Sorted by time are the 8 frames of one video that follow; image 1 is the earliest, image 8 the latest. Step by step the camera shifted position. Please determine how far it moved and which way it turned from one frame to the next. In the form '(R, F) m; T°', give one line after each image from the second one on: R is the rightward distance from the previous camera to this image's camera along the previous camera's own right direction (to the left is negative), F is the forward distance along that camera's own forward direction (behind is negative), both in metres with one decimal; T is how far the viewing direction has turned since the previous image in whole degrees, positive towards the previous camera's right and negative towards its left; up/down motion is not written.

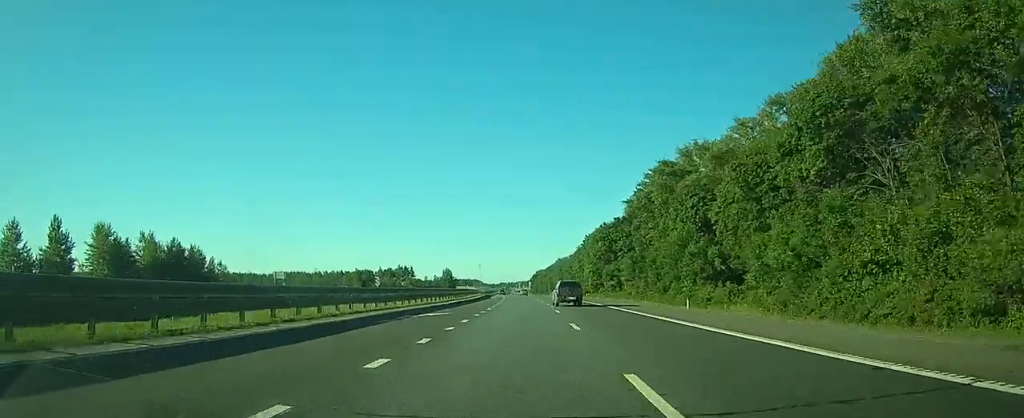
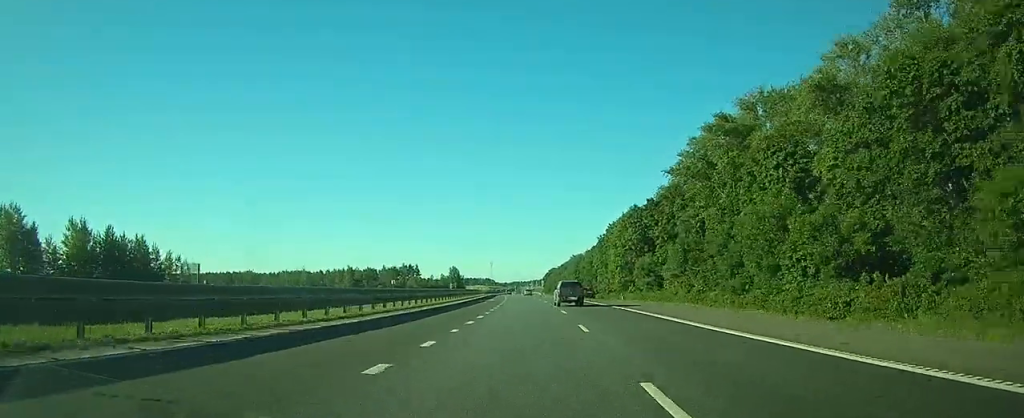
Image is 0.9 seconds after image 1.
(-0.1, +24.6) m; -1°
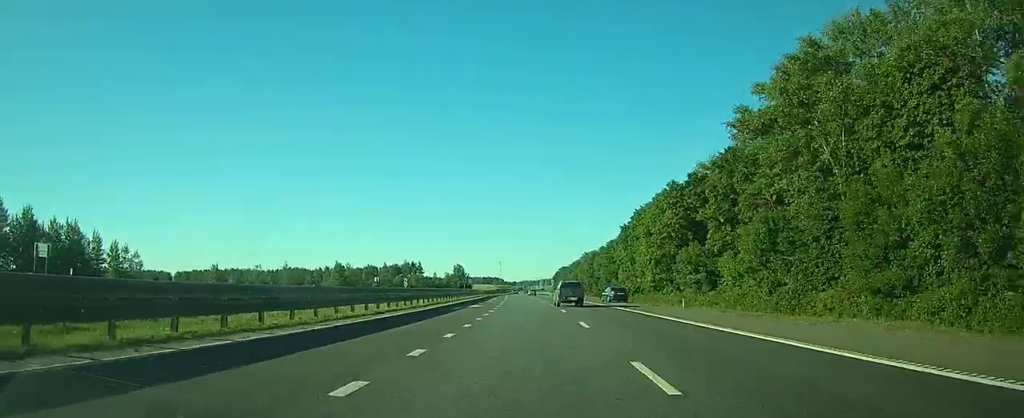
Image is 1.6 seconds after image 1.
(-0.3, +21.7) m; -1°
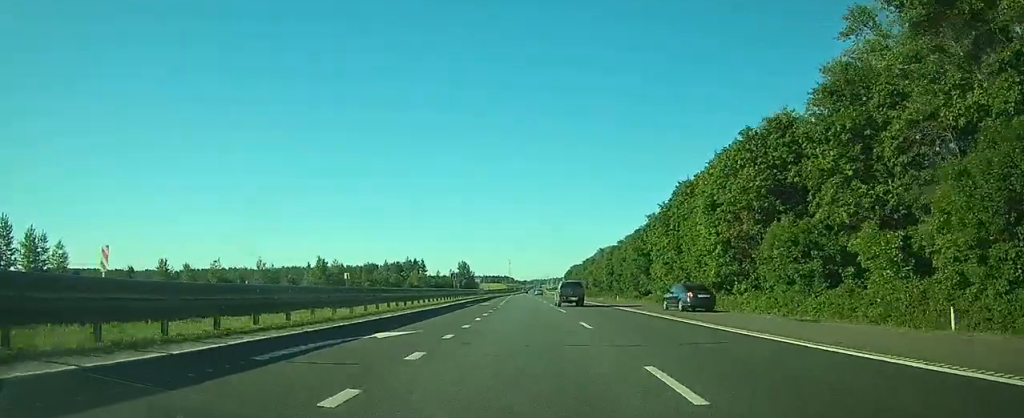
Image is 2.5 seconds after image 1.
(-0.2, +24.5) m; -1°
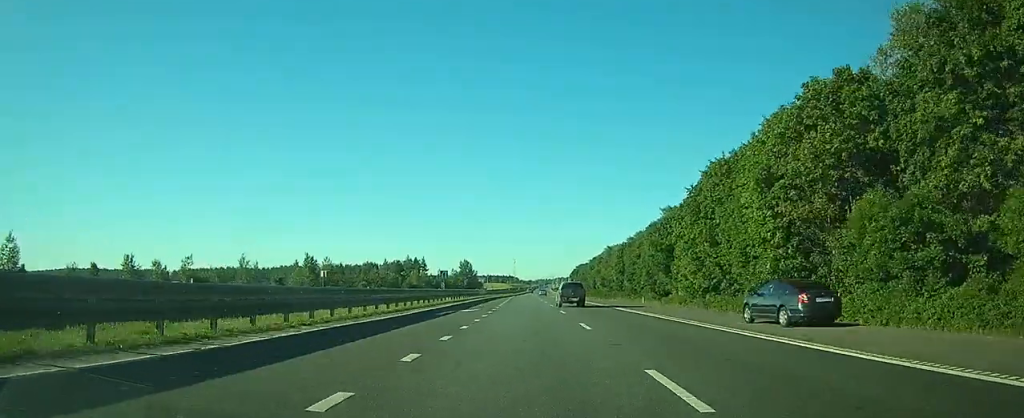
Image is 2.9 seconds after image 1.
(0.0, +12.2) m; 0°
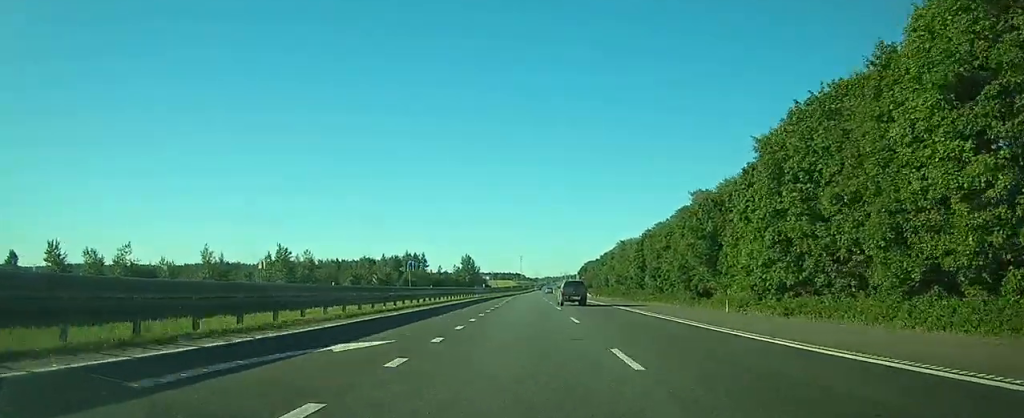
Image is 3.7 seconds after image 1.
(-0.2, +20.6) m; -1°
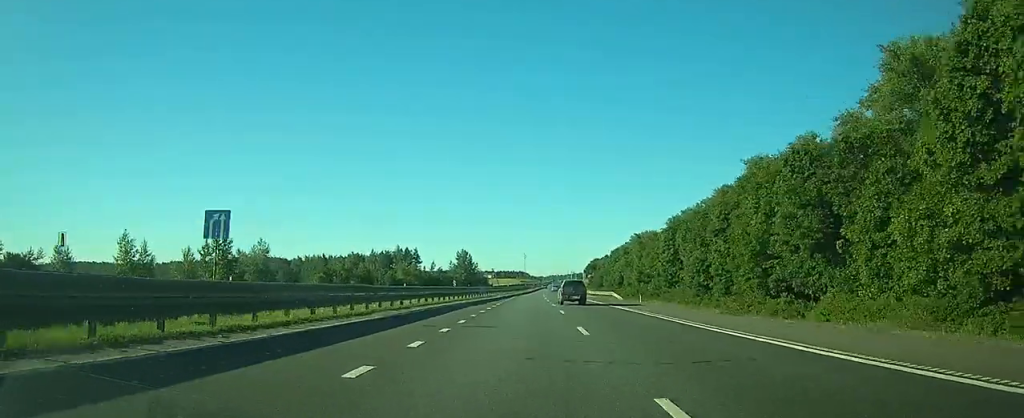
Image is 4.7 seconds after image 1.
(-0.3, +29.1) m; -1°
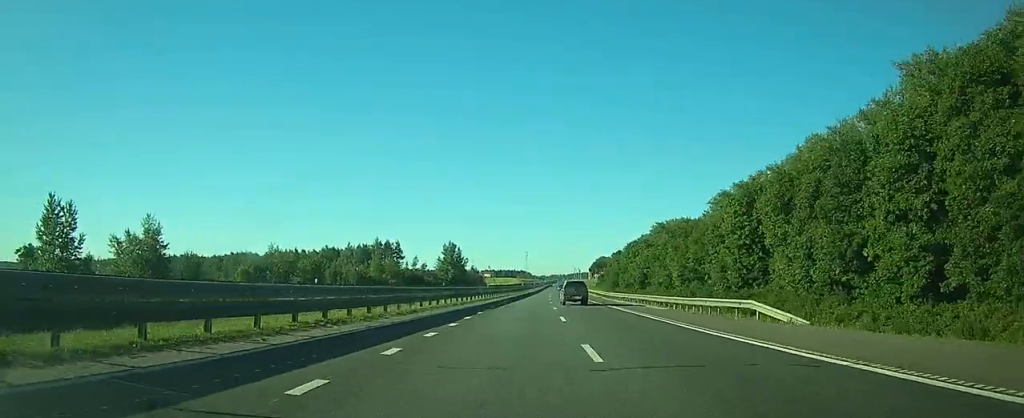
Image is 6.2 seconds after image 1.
(-0.3, +41.4) m; 0°
